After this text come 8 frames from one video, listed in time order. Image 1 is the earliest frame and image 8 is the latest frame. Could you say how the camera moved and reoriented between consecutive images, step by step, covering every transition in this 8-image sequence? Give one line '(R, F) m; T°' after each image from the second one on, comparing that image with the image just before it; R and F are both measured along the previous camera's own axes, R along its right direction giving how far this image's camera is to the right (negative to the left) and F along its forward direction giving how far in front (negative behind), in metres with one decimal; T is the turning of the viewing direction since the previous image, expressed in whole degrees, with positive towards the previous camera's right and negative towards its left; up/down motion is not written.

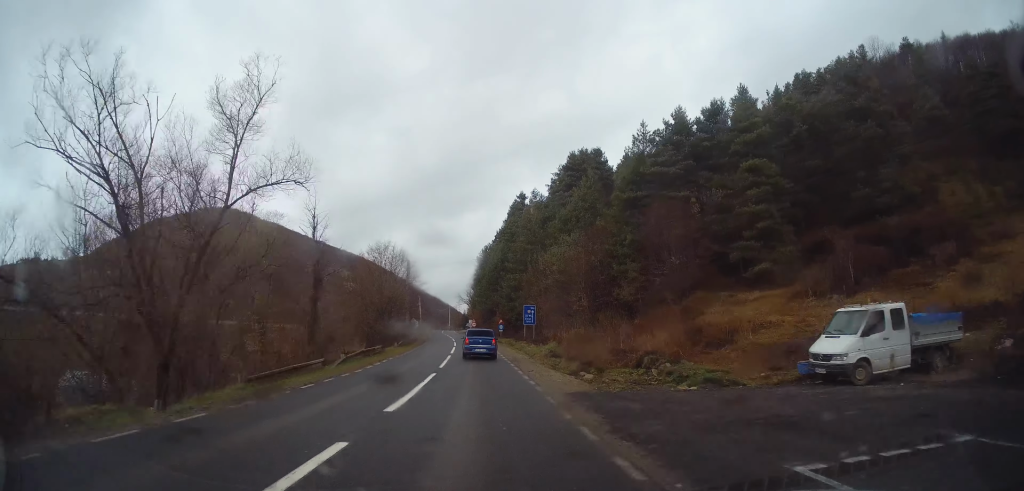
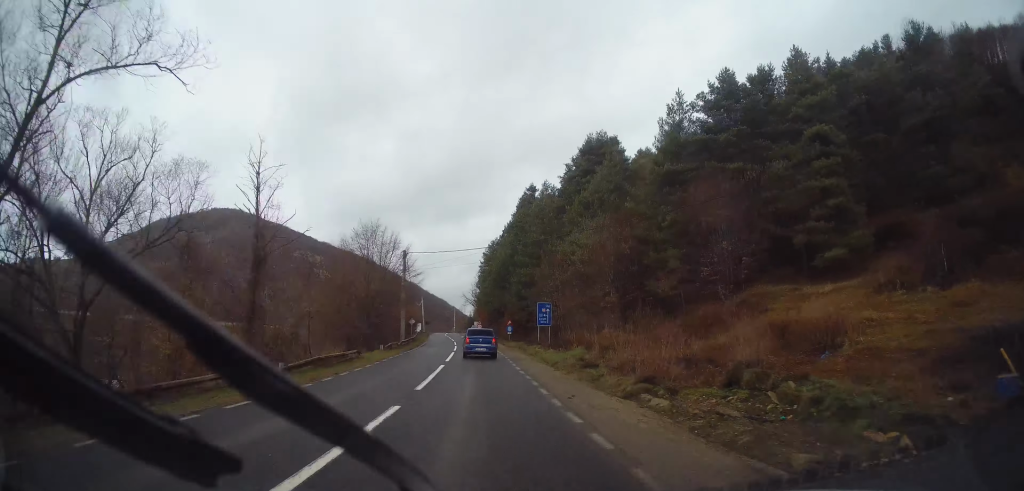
(-0.2, +8.4) m; 0°
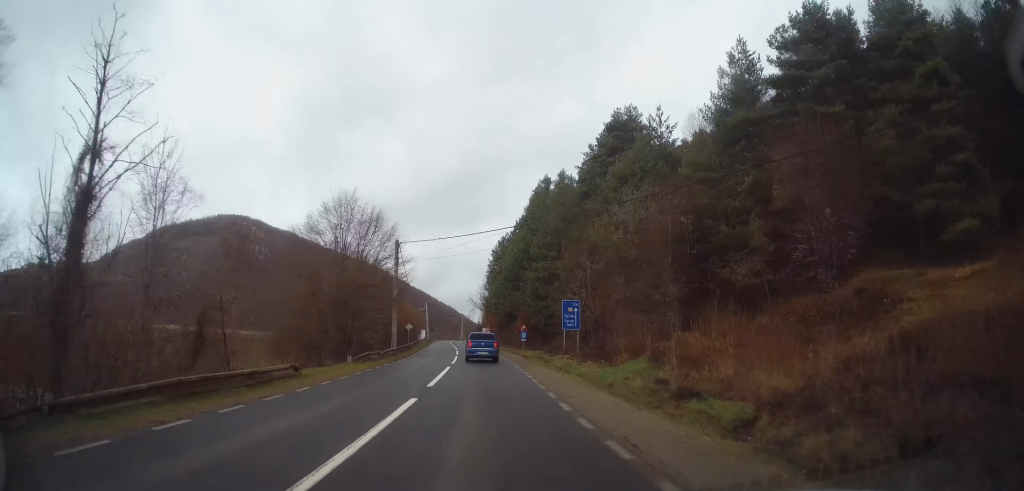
(+0.3, +10.6) m; -1°
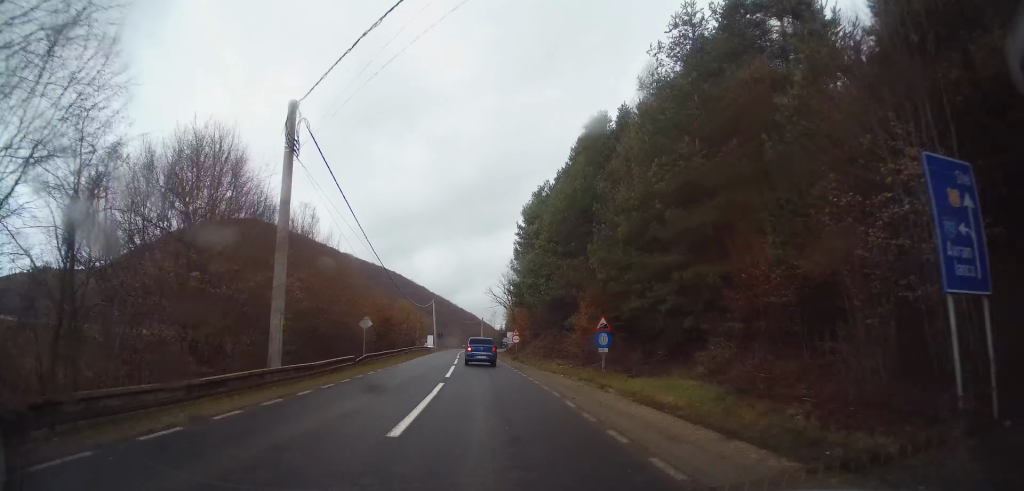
(-1.1, +31.3) m; -3°
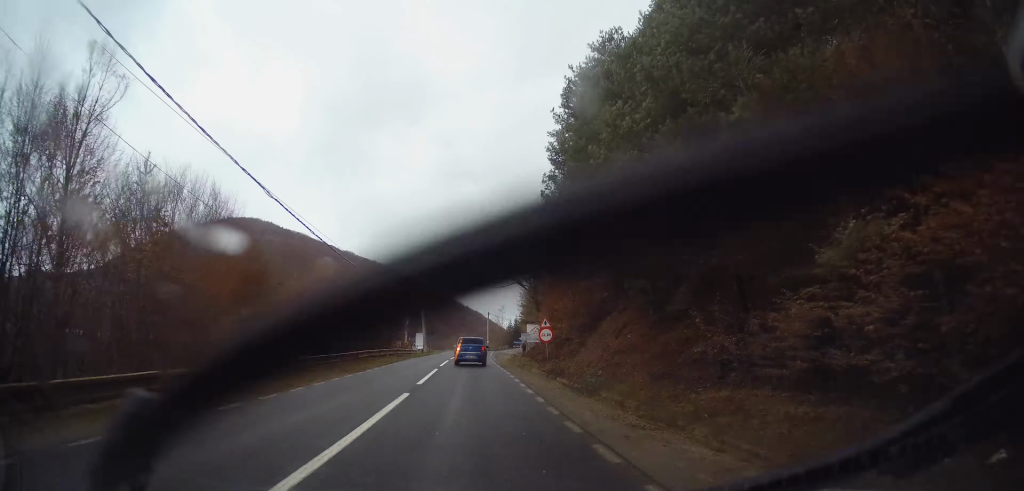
(0.0, +26.8) m; -1°
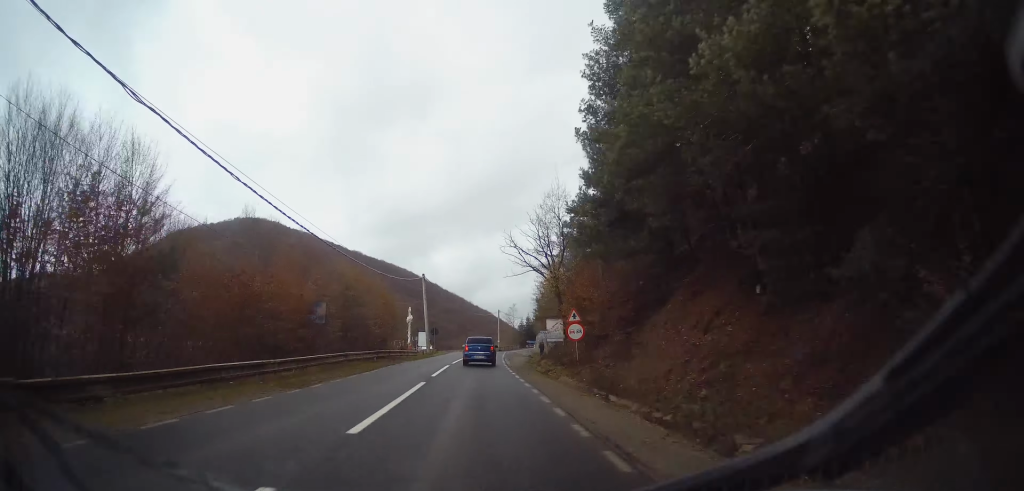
(+0.1, +8.2) m; -1°
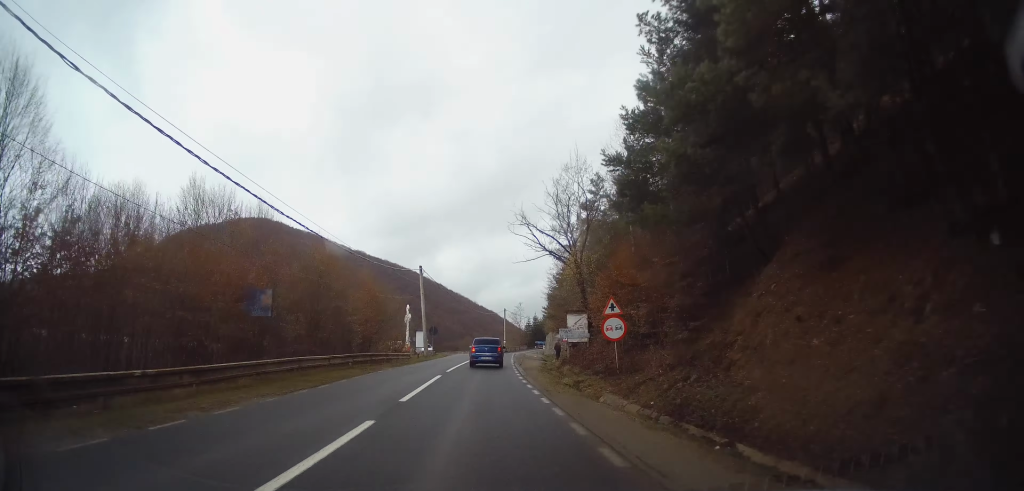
(-0.1, +7.4) m; 0°
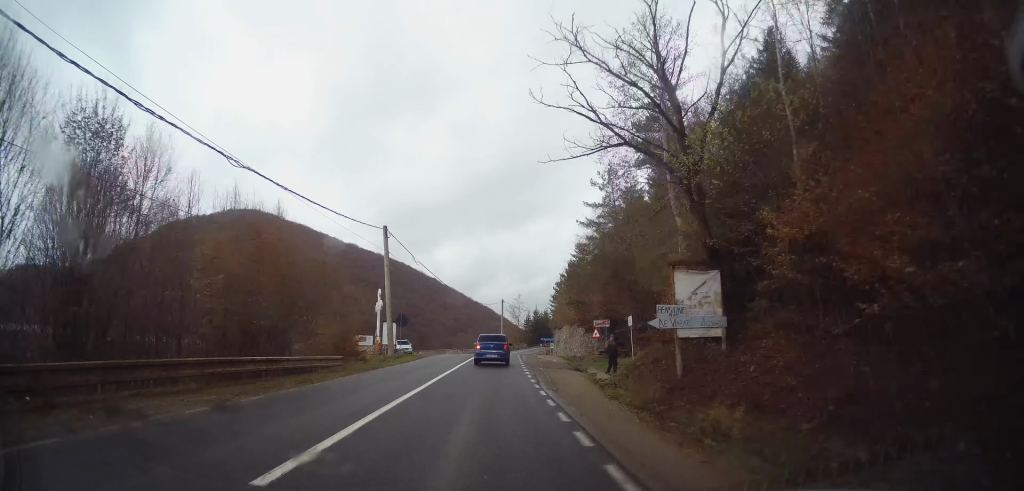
(-0.1, +18.2) m; 0°
